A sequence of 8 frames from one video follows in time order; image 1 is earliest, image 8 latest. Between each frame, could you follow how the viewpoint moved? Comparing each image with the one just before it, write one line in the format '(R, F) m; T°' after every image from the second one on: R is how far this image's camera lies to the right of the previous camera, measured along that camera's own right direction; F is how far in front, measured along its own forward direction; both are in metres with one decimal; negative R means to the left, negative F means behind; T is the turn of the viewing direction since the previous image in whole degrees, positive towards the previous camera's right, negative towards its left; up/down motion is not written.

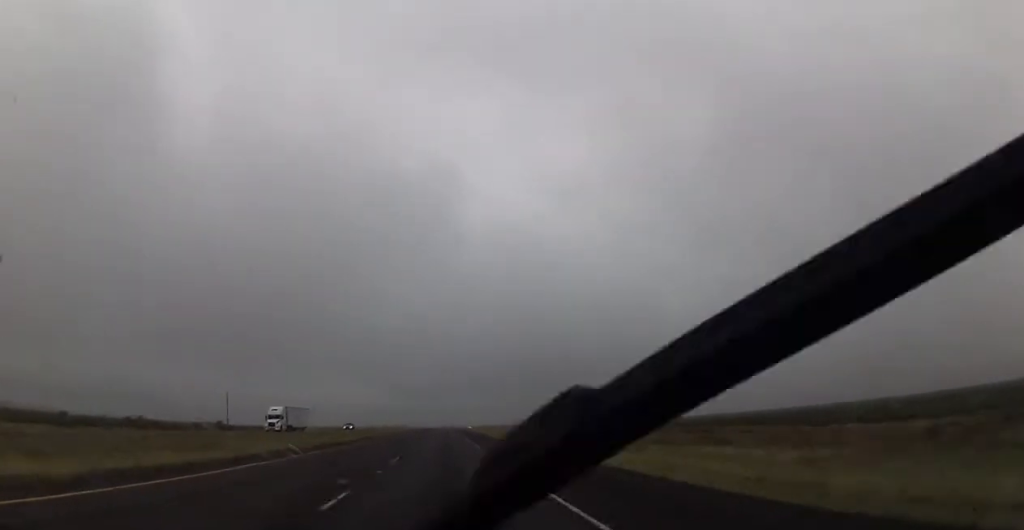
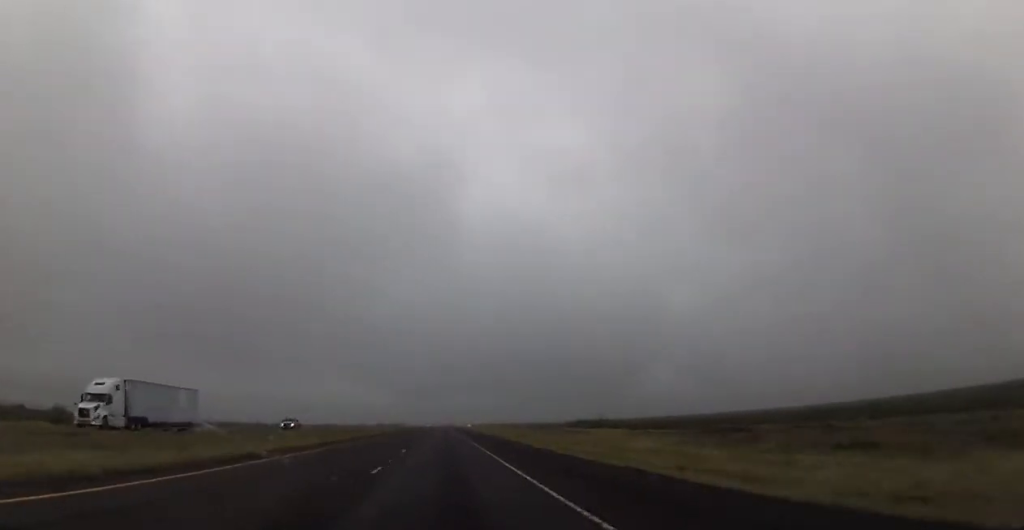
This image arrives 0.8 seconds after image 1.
(-0.3, +30.2) m; -1°
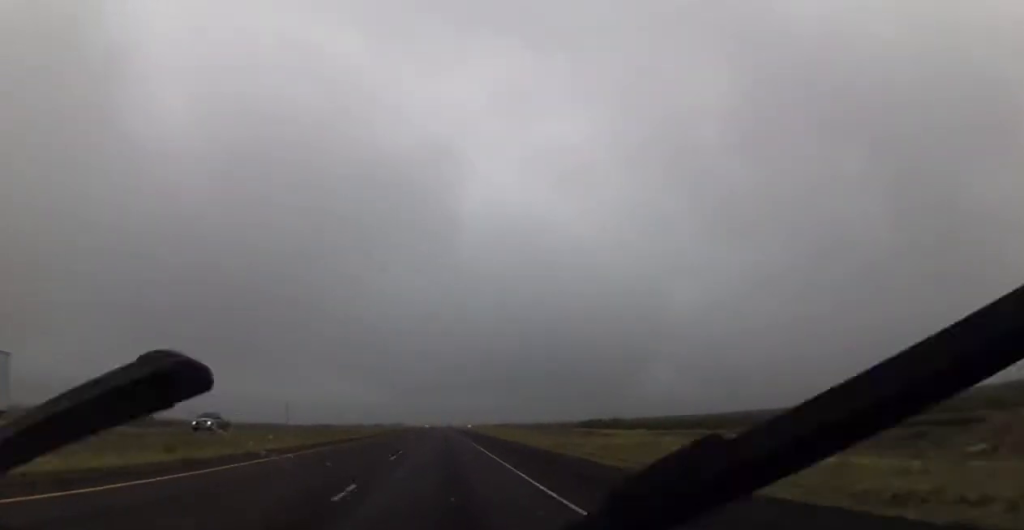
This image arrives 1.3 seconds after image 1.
(-0.2, +18.1) m; 0°
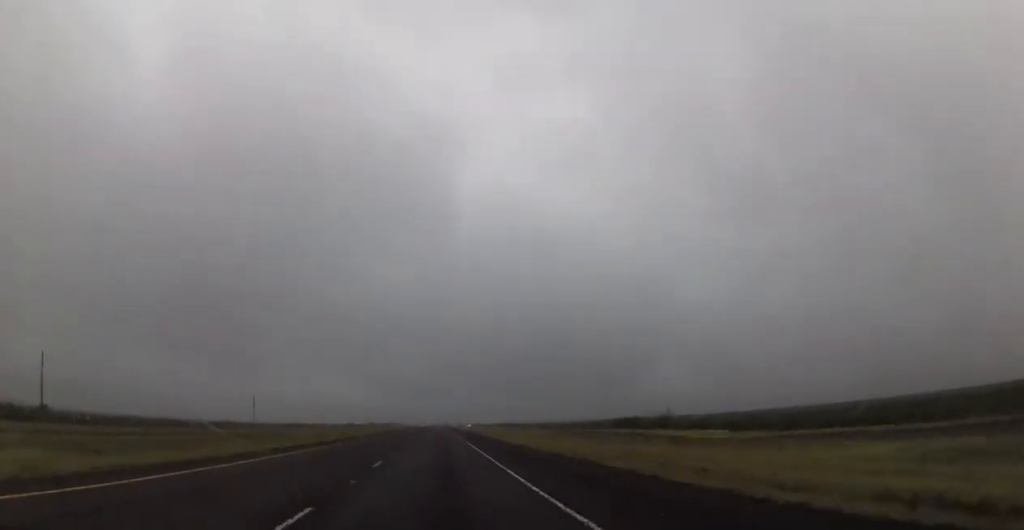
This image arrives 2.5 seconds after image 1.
(+0.2, +41.0) m; 0°
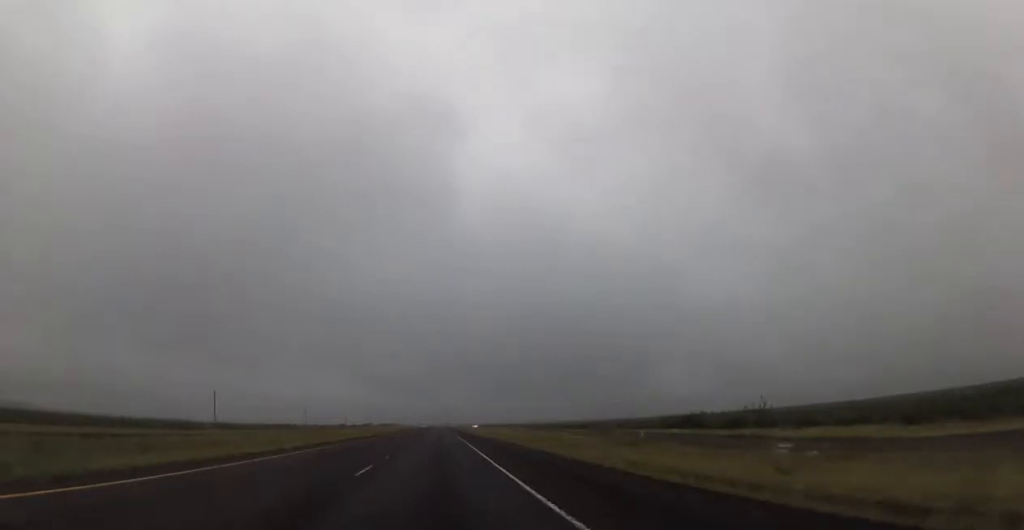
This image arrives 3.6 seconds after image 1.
(-0.2, +39.7) m; 0°
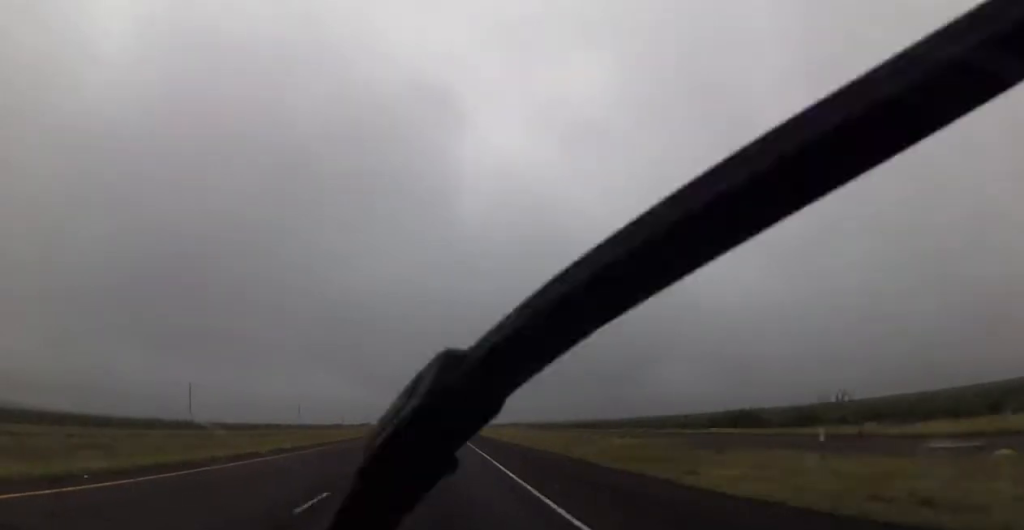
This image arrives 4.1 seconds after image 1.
(-0.1, +19.3) m; 0°
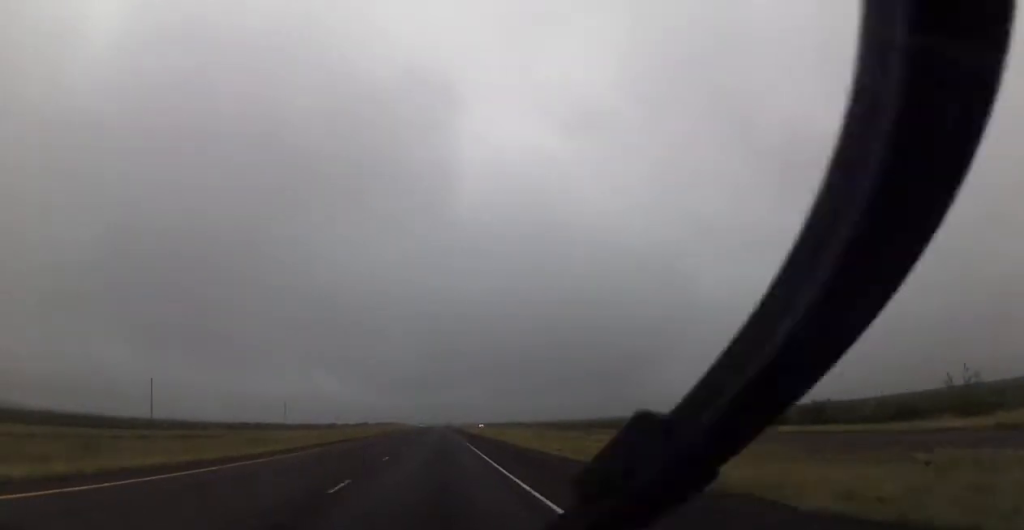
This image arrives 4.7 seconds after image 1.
(+0.4, +21.8) m; 0°
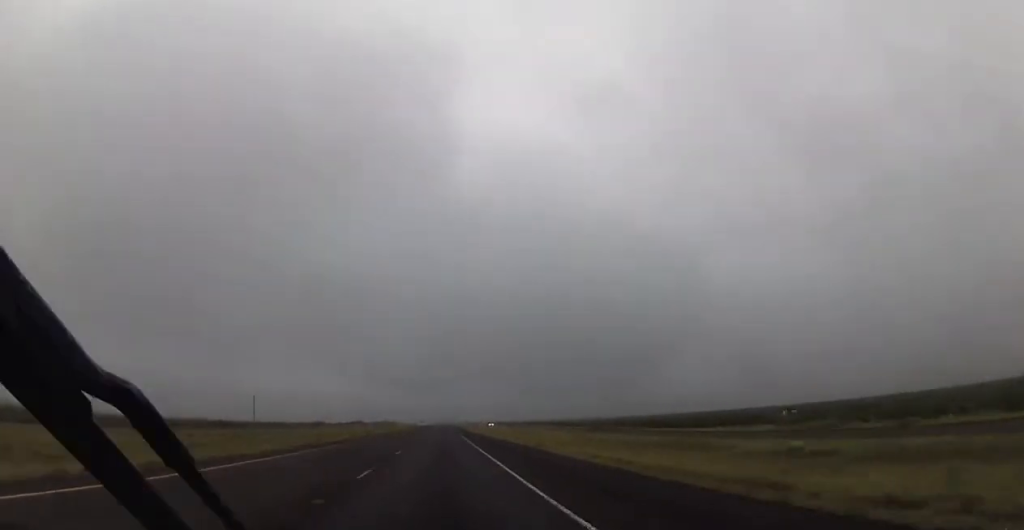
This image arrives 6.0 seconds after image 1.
(-0.6, +45.9) m; -1°
